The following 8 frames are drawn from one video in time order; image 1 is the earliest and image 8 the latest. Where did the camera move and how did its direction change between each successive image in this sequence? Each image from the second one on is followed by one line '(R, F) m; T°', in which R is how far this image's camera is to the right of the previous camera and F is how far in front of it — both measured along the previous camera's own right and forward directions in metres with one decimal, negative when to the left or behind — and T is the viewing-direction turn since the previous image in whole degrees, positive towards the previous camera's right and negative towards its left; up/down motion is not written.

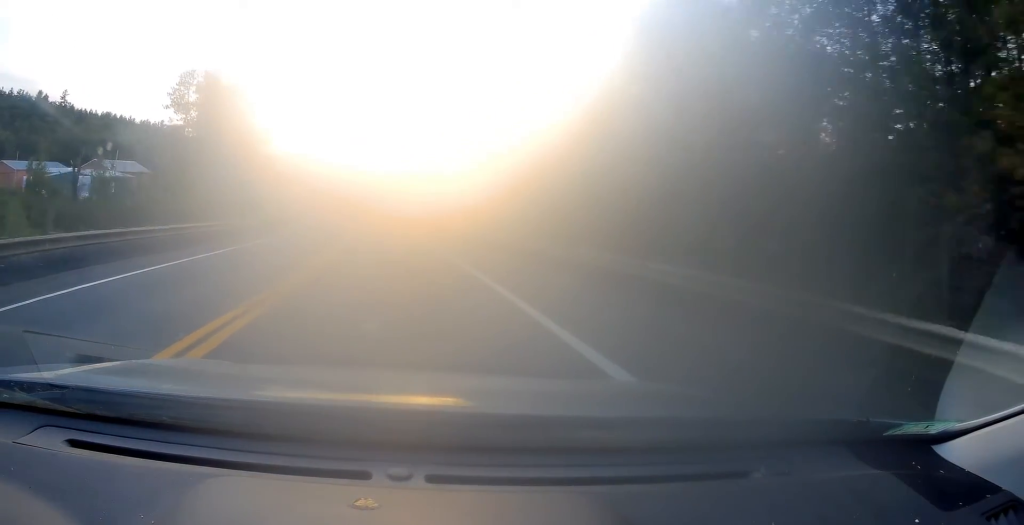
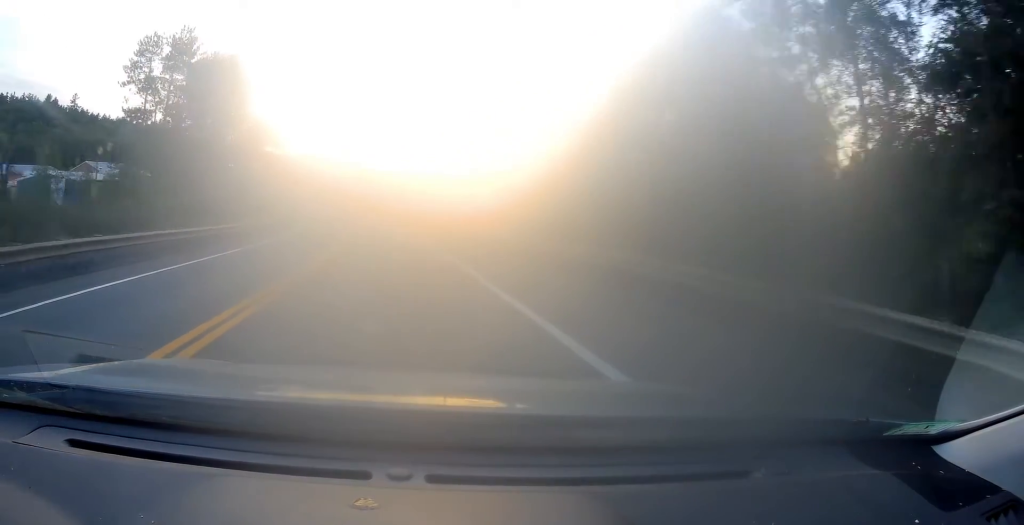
(-0.8, +17.1) m; -4°
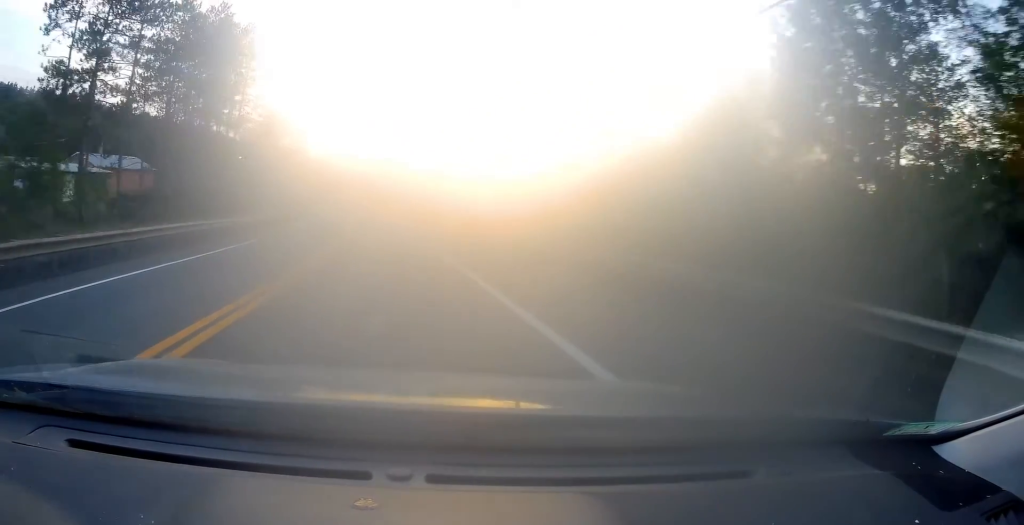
(-0.6, +18.1) m; -4°
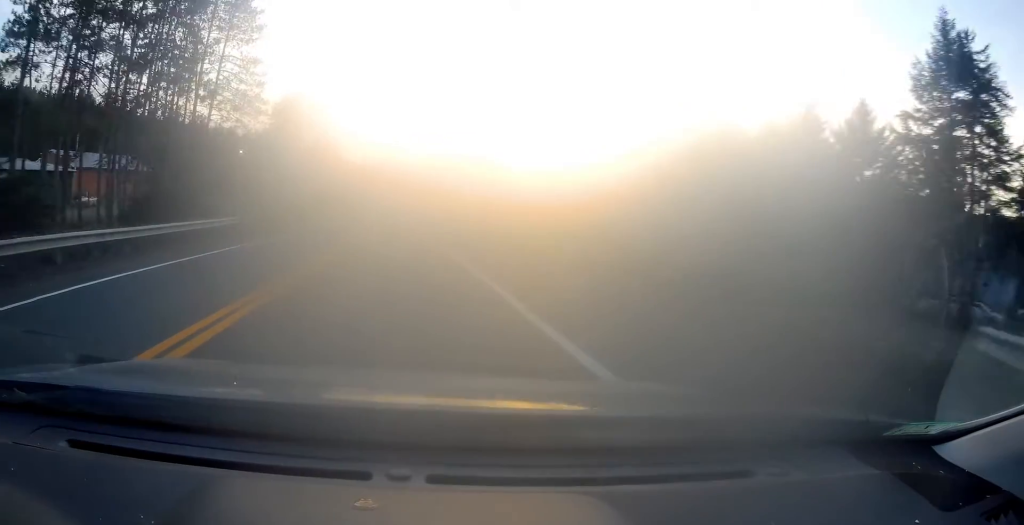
(-0.9, +24.3) m; -3°
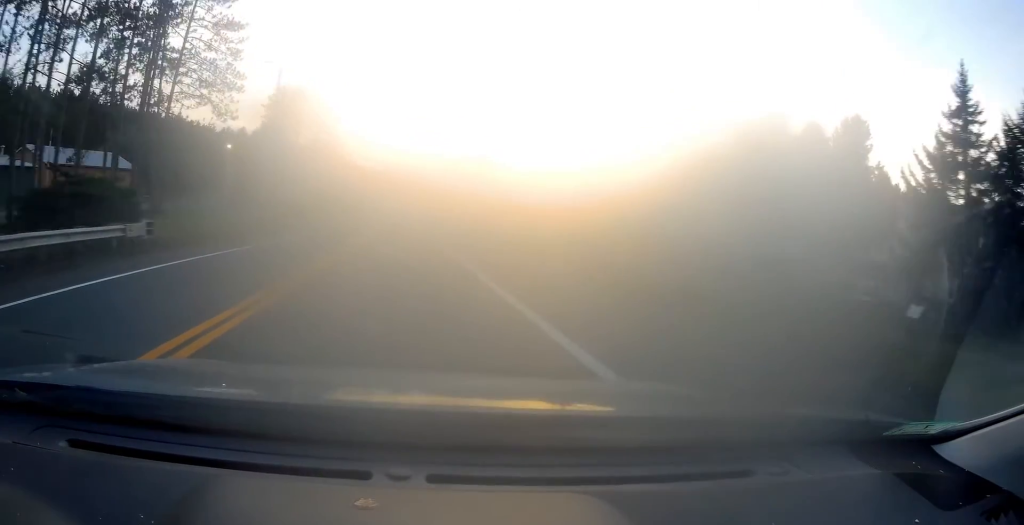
(-0.2, +11.3) m; -1°
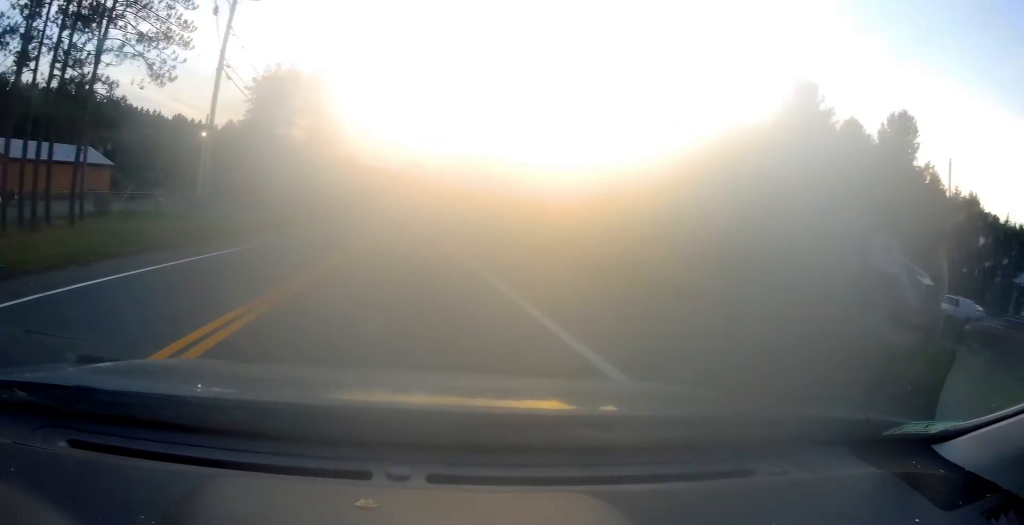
(0.0, +12.2) m; -1°
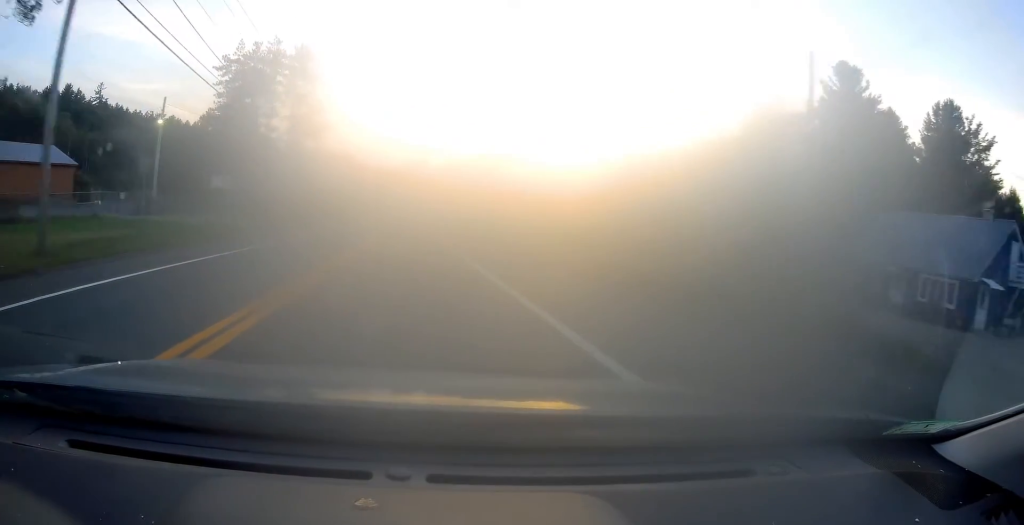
(-0.2, +12.4) m; 0°
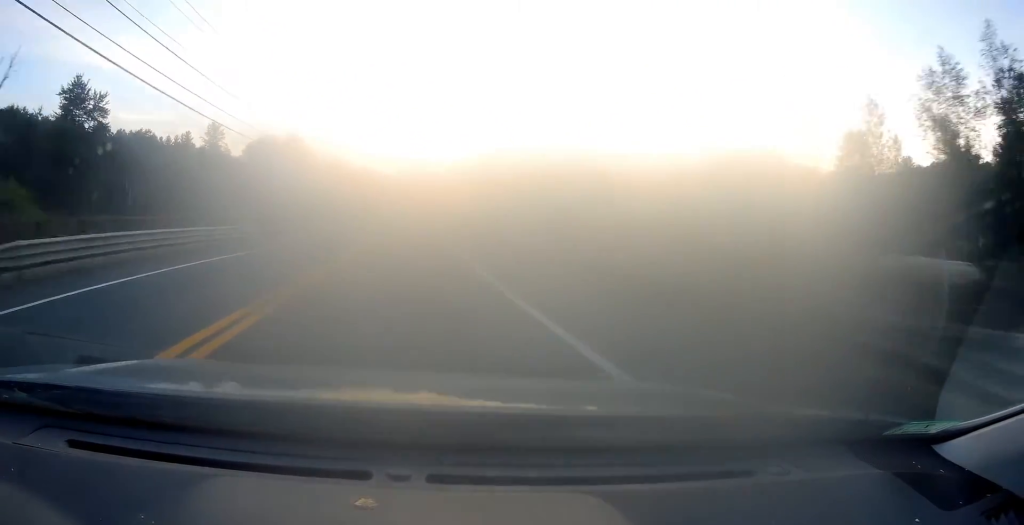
(+1.3, +98.2) m; 0°
